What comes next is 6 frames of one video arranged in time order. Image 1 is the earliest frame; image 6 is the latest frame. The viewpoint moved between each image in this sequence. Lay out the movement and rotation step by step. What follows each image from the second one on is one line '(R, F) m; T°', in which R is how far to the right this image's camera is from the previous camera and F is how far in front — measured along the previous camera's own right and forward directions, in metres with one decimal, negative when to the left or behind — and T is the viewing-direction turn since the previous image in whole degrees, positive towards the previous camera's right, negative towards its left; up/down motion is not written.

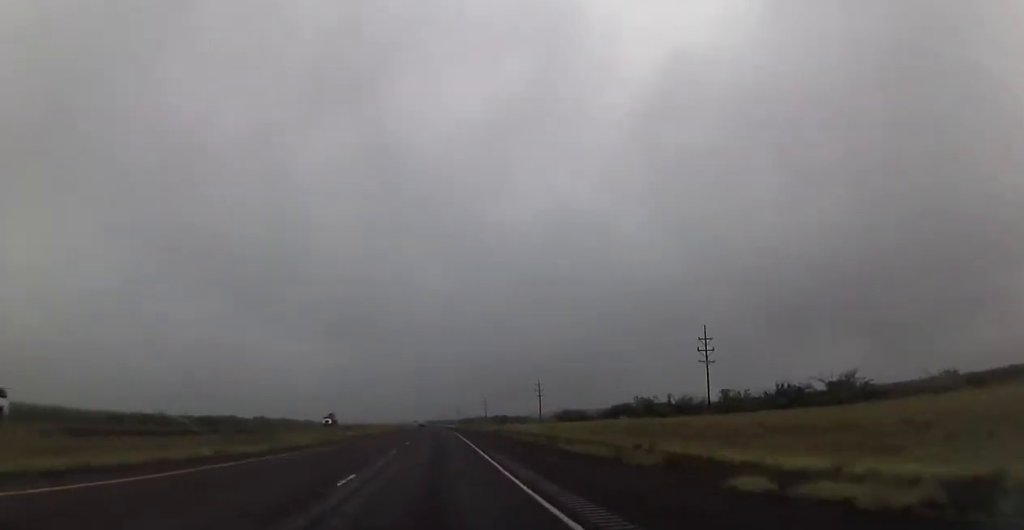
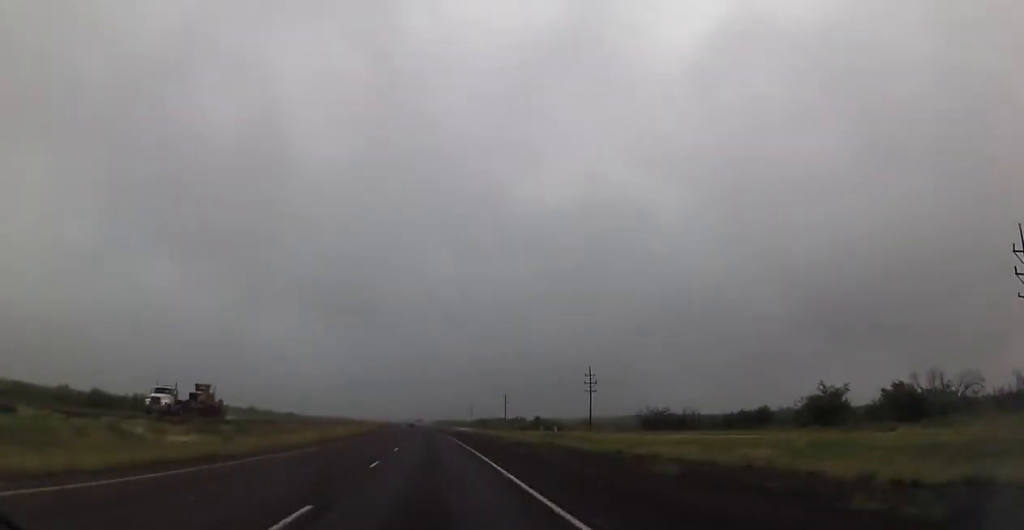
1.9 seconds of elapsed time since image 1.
(0.0, +67.6) m; 0°
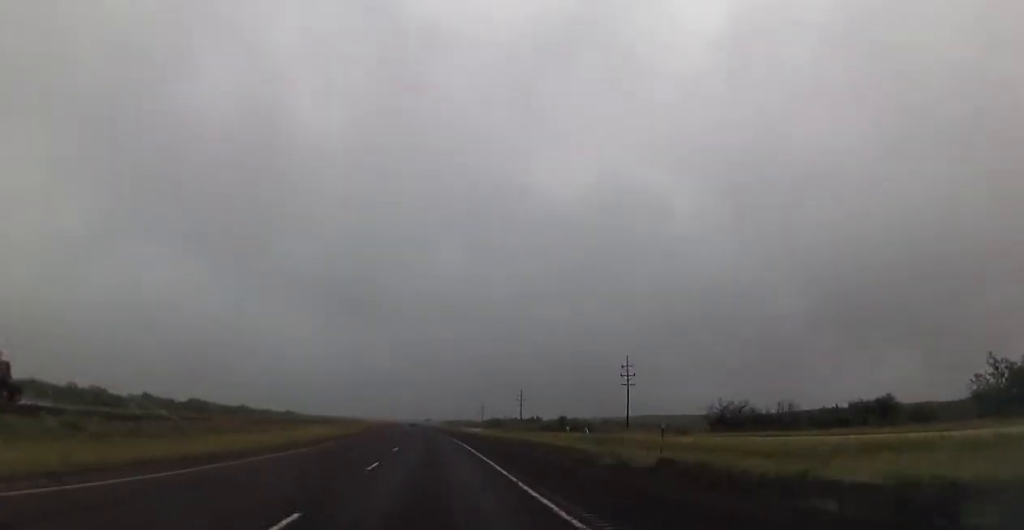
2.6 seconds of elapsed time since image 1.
(0.0, +25.3) m; 0°
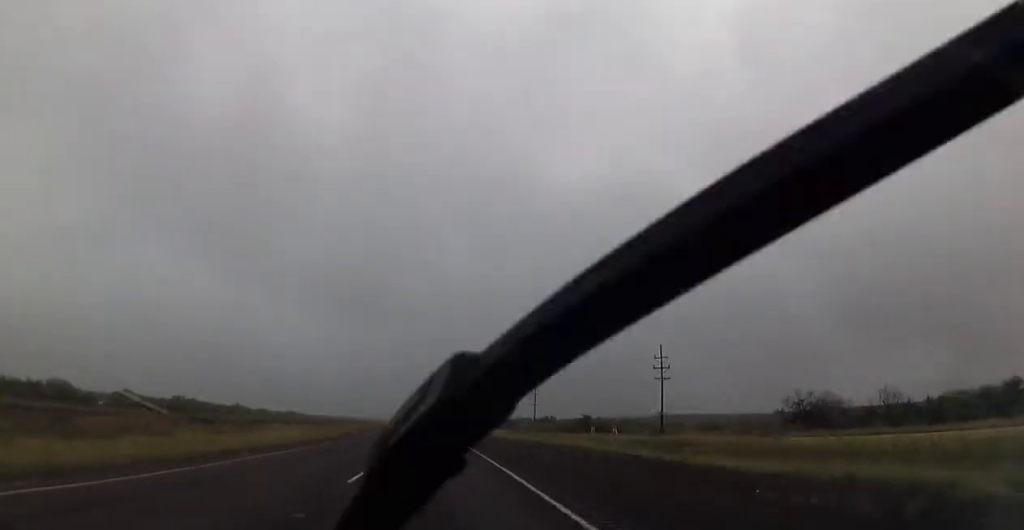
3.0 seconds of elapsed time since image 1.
(+0.1, +16.9) m; 0°
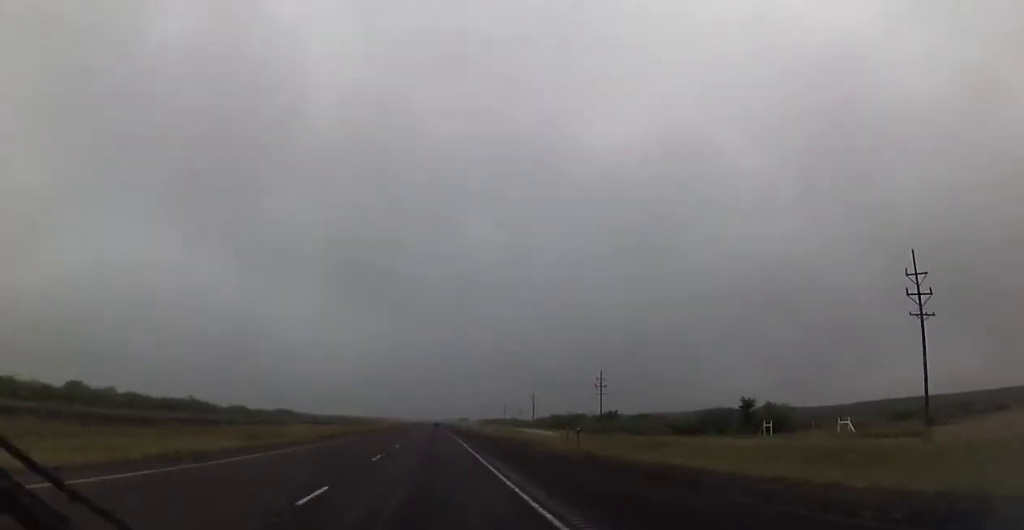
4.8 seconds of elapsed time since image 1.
(-0.8, +65.2) m; -2°
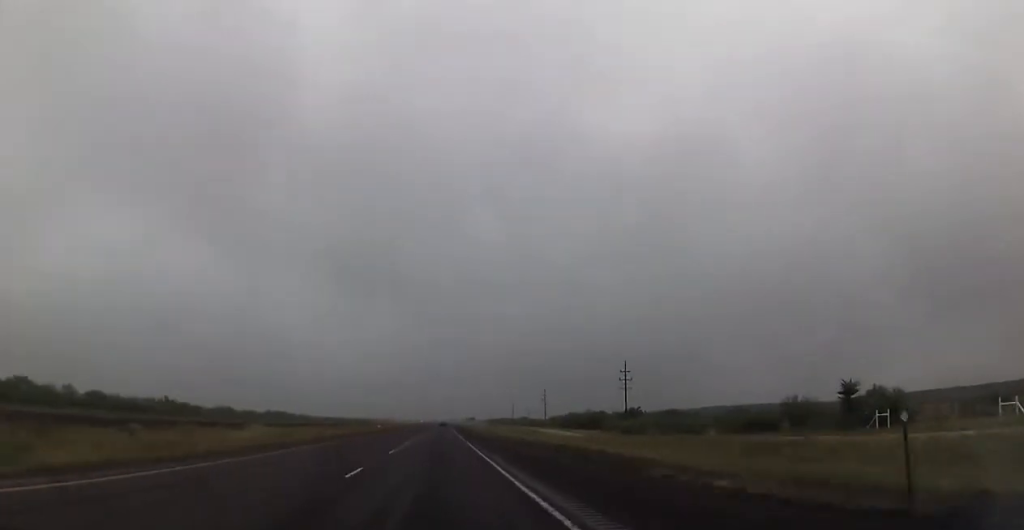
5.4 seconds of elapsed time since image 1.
(-0.2, +19.3) m; -1°
